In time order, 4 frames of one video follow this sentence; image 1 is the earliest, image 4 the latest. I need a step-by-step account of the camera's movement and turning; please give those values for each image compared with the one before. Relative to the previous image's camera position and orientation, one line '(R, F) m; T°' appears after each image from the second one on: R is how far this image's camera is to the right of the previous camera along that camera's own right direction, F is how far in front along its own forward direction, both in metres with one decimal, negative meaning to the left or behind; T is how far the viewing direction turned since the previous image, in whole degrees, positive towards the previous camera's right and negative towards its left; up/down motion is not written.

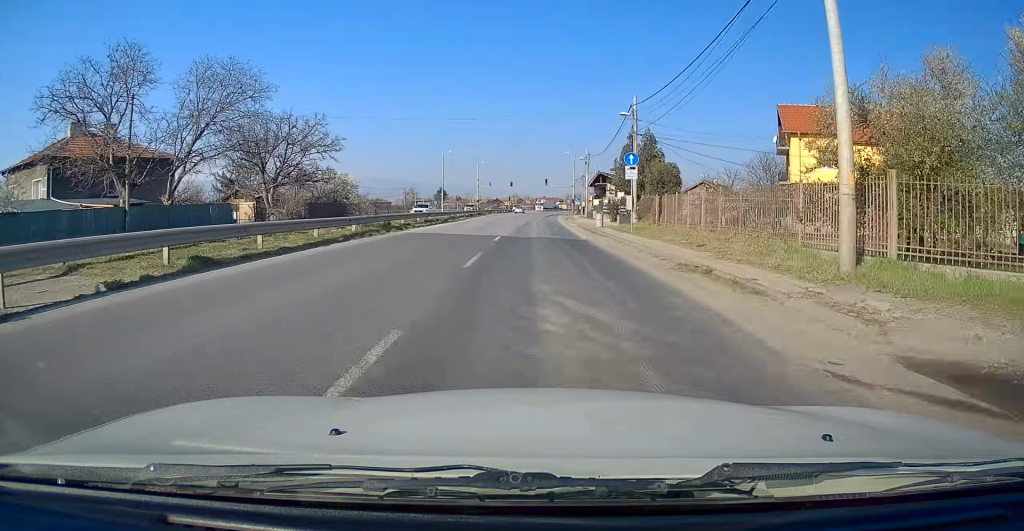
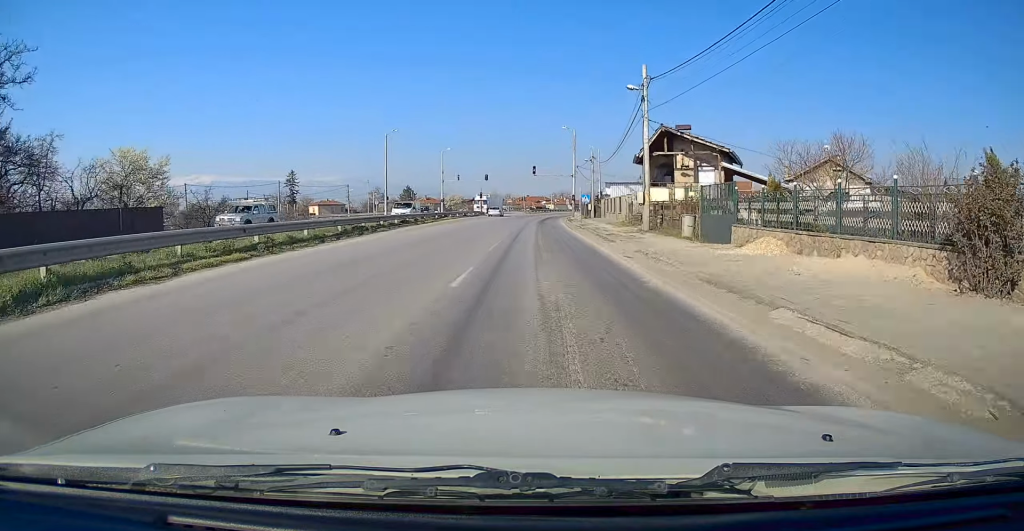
(-0.1, +38.7) m; +1°
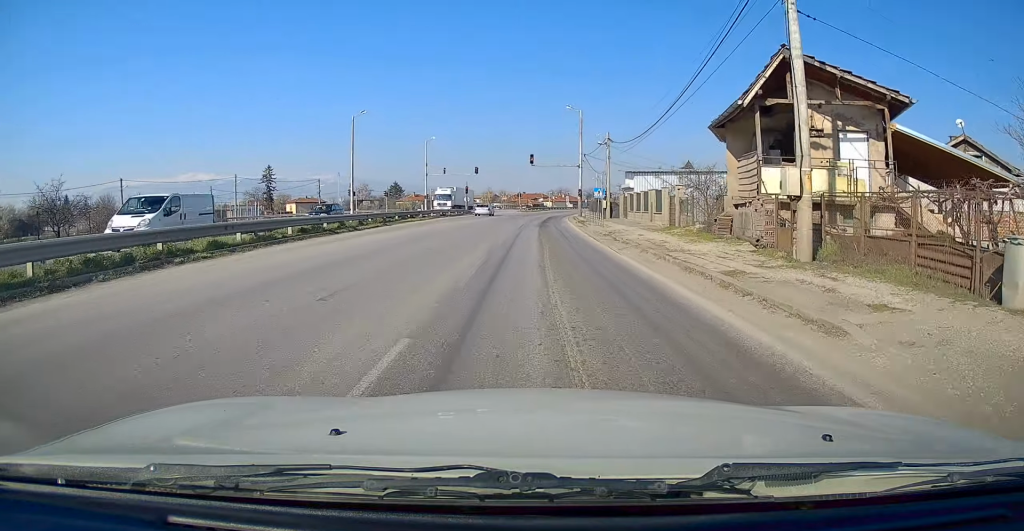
(+0.5, +15.8) m; +2°
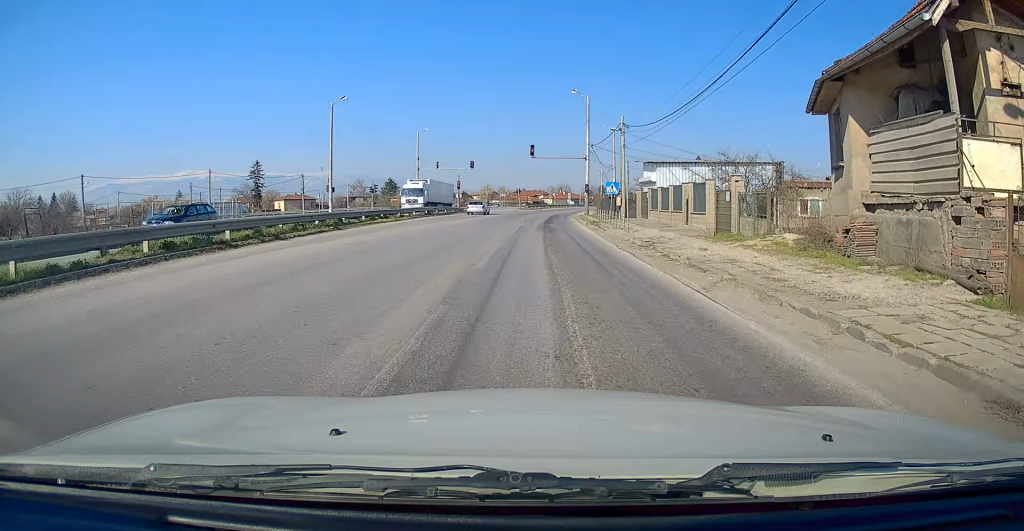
(+0.3, +8.6) m; 0°
